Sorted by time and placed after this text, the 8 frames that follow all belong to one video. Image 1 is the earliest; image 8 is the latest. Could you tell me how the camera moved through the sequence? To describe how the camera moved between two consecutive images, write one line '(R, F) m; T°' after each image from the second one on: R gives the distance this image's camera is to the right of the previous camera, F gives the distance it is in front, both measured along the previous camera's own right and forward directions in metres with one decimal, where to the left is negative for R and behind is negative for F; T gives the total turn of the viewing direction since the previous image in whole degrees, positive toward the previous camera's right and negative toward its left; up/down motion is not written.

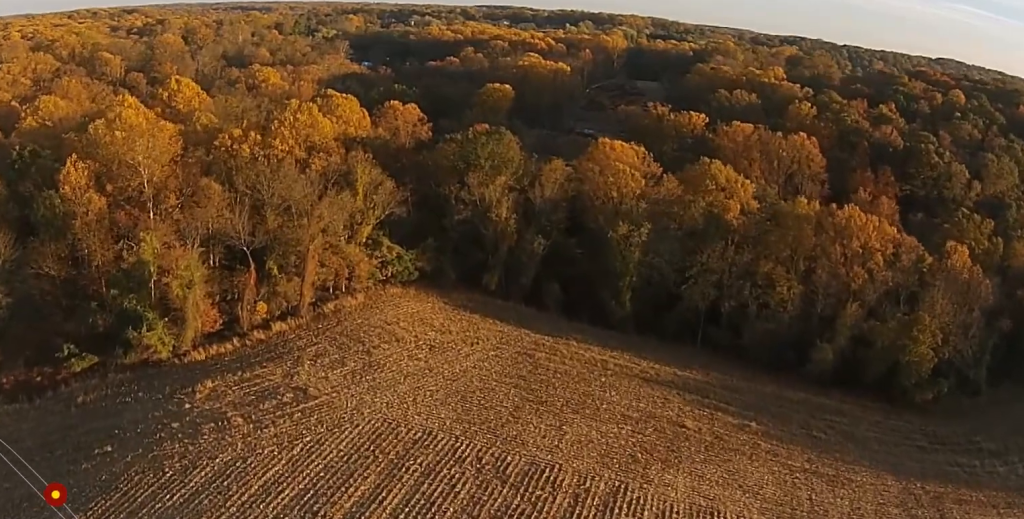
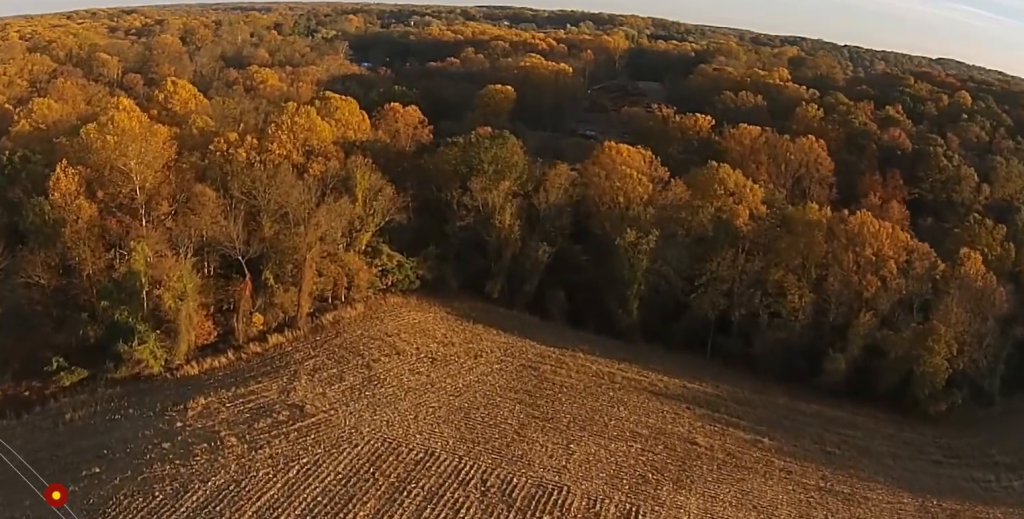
(0.0, +4.6) m; 0°
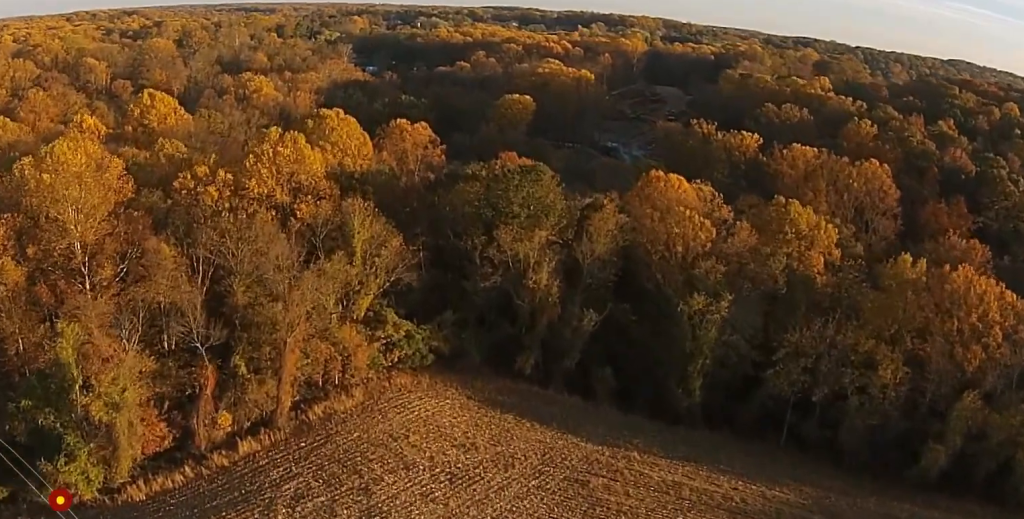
(-0.3, +29.3) m; -1°
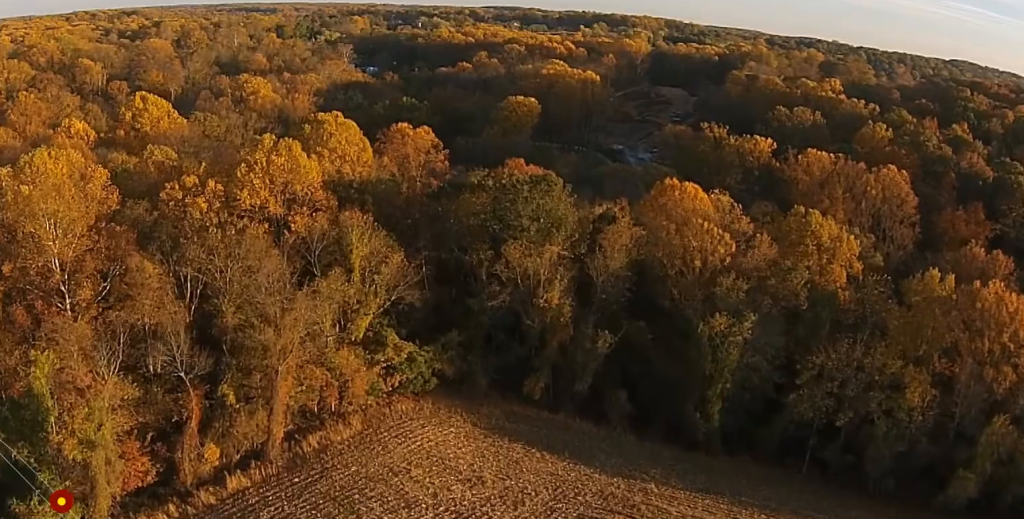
(+0.1, +7.4) m; +1°
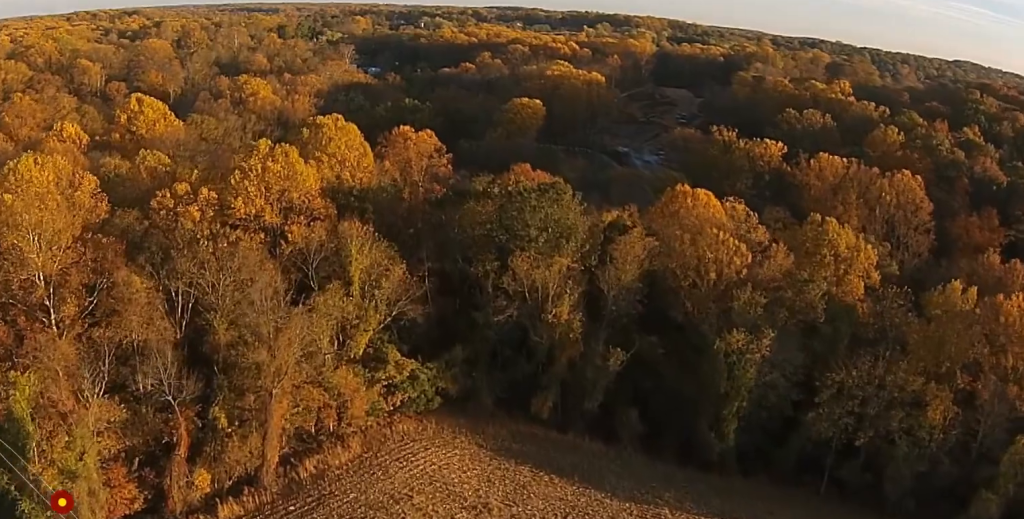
(0.0, +5.2) m; 0°
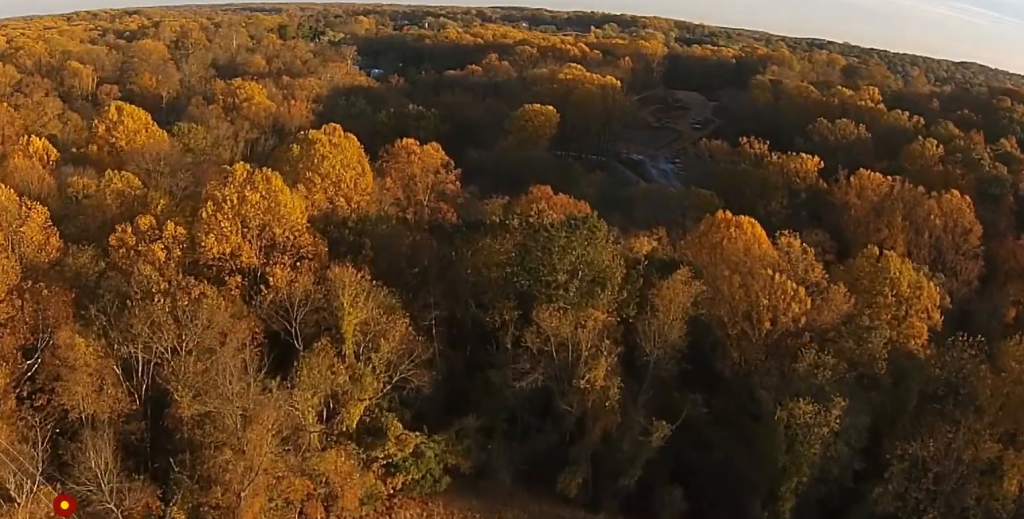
(+0.2, +17.7) m; 0°
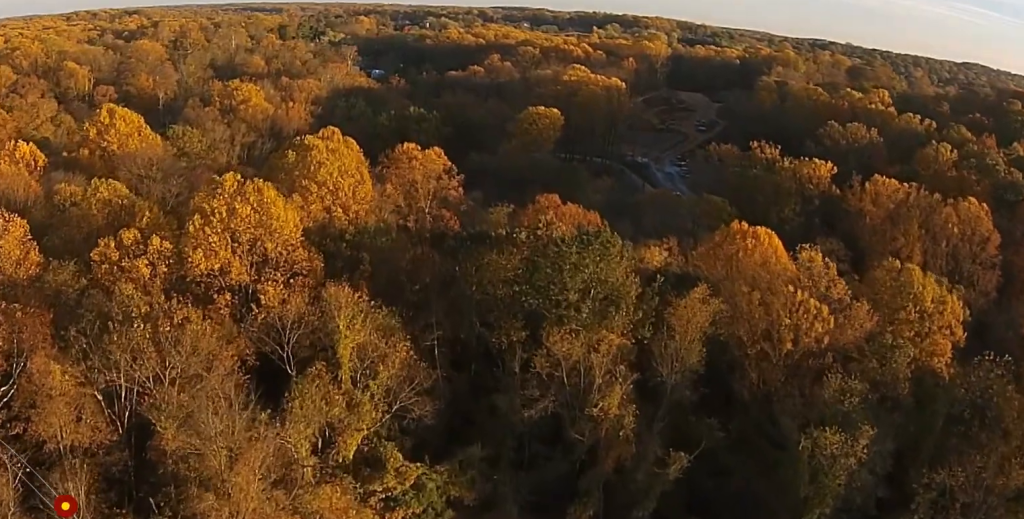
(0.0, +6.0) m; -1°
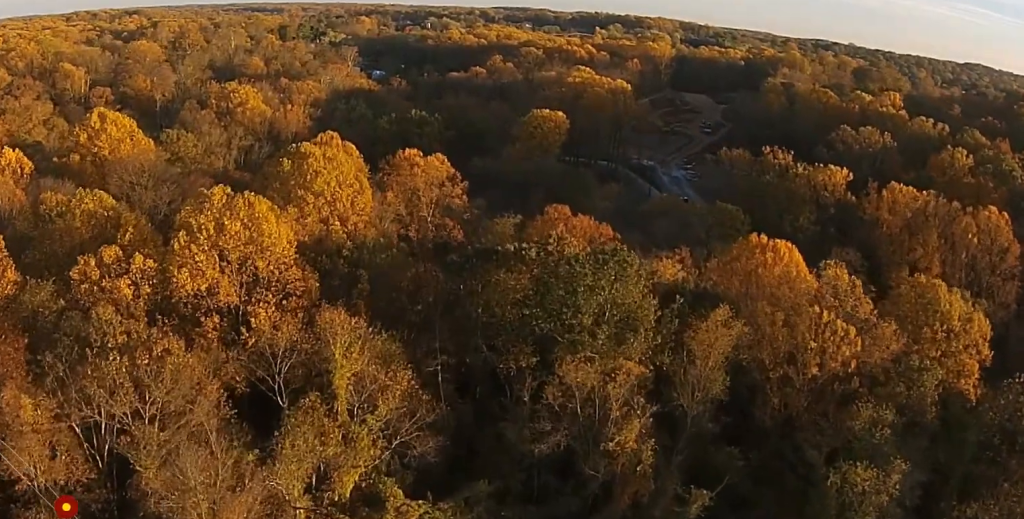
(-0.1, +6.2) m; -1°
